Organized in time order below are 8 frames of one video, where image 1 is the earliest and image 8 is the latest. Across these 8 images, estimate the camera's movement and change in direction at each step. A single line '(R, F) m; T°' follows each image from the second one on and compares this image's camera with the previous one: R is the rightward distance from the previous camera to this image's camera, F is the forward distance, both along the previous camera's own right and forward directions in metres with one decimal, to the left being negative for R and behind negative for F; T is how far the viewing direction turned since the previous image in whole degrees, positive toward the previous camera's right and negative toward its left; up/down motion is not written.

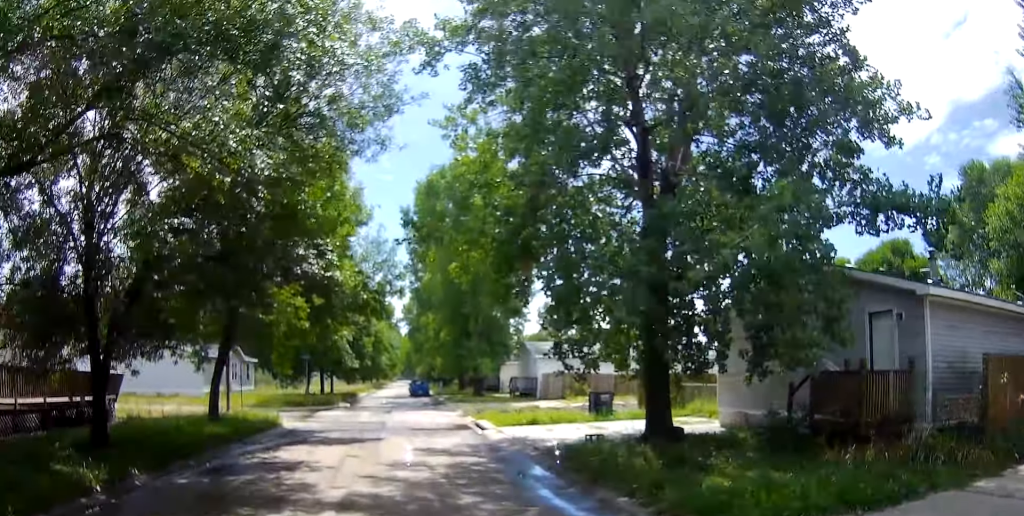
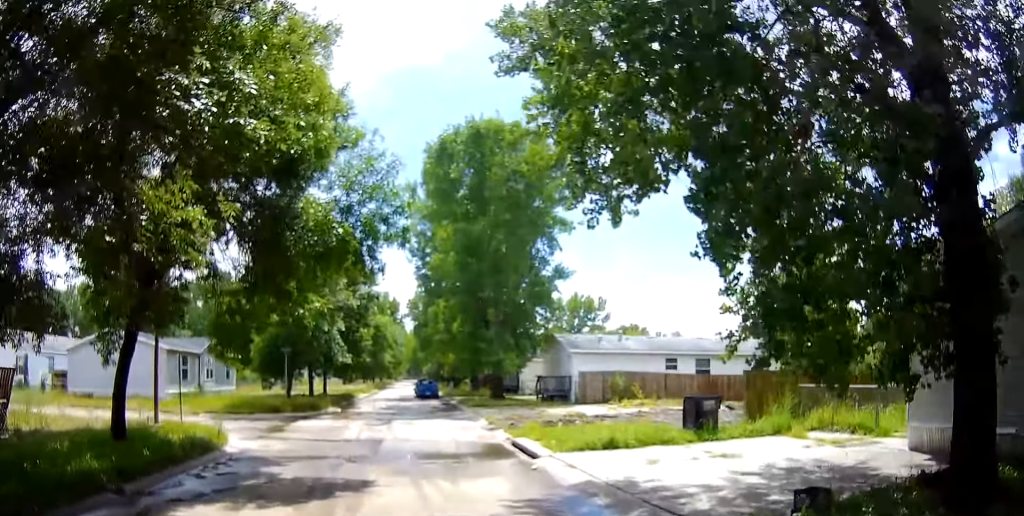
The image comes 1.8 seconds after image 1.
(0.0, +7.7) m; 0°
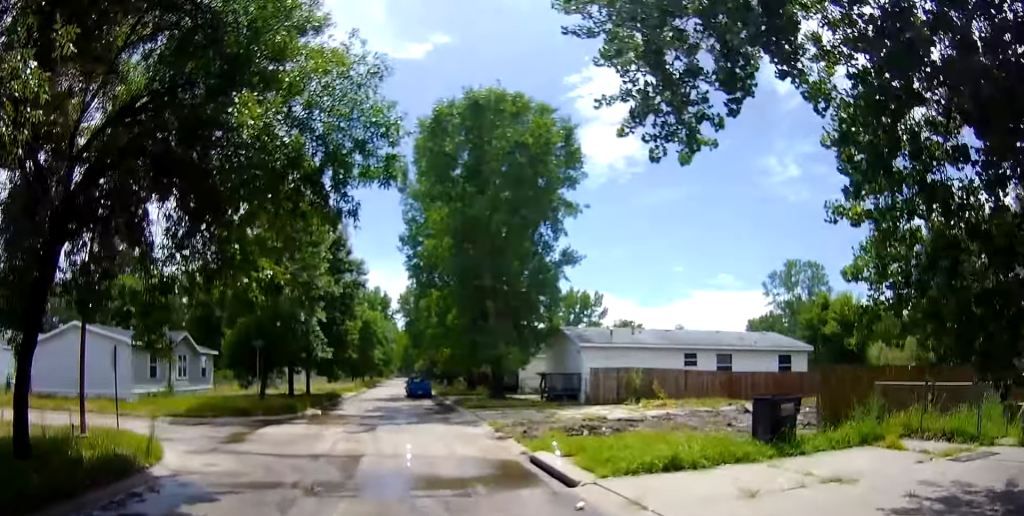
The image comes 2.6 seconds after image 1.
(0.0, +3.3) m; 0°
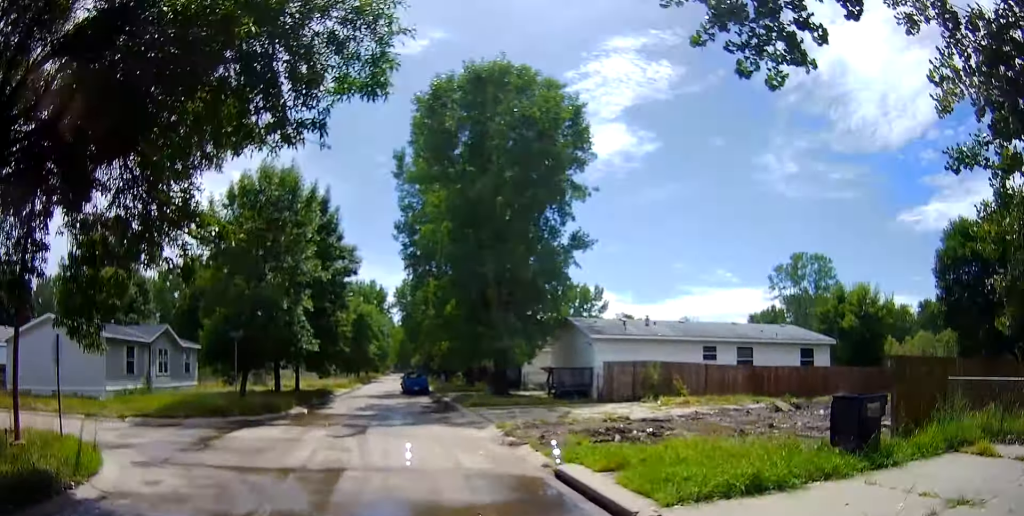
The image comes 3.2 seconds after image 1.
(0.0, +2.3) m; 0°
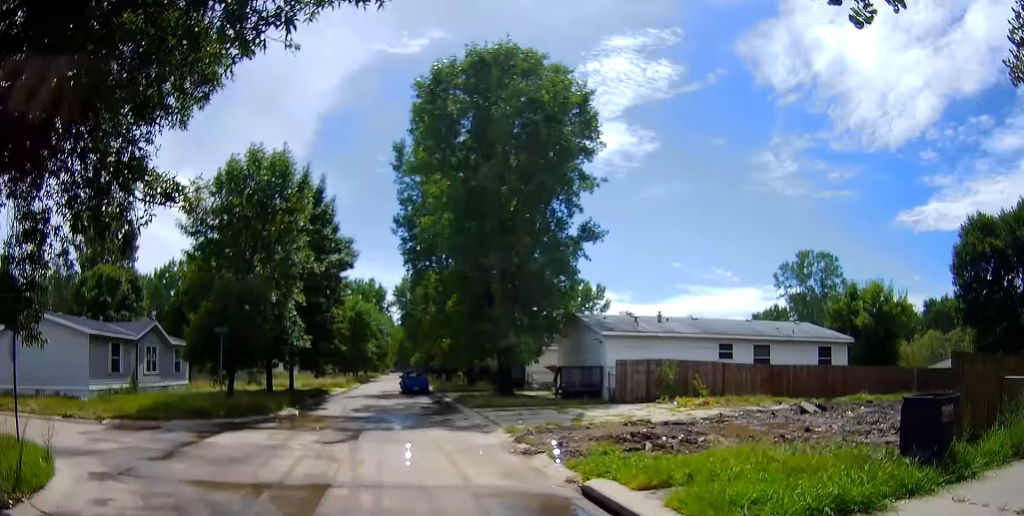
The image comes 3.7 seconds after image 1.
(0.0, +1.5) m; 0°
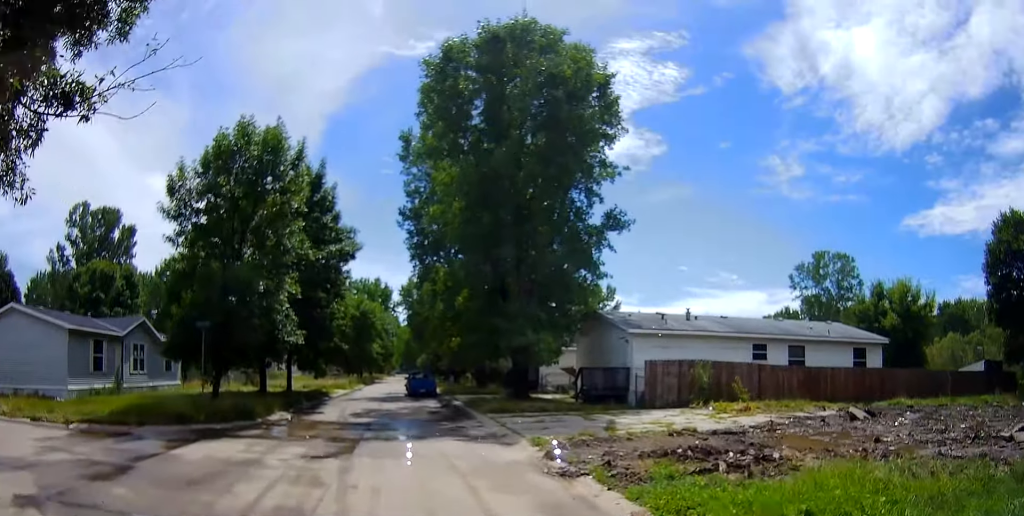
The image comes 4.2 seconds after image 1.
(0.0, +2.4) m; 0°
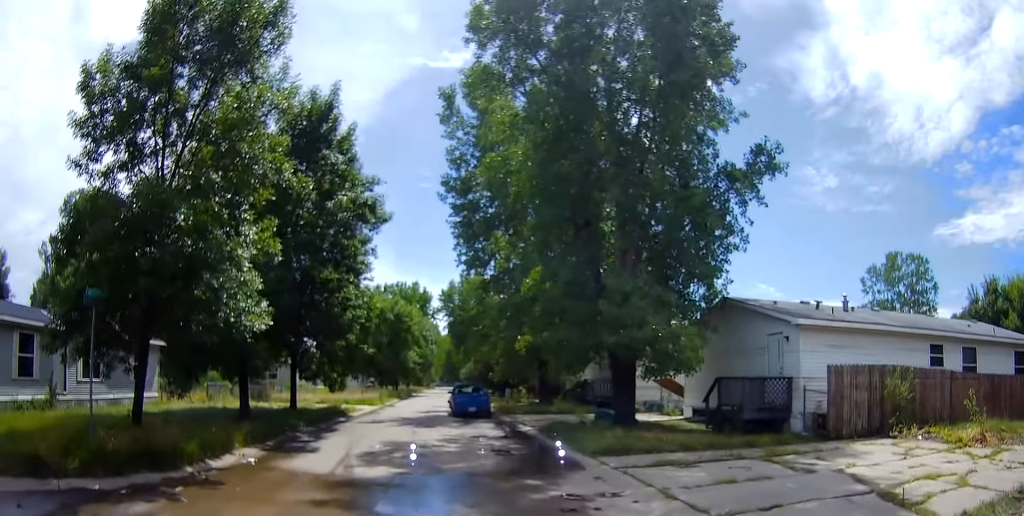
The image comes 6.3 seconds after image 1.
(-0.1, +9.1) m; -8°
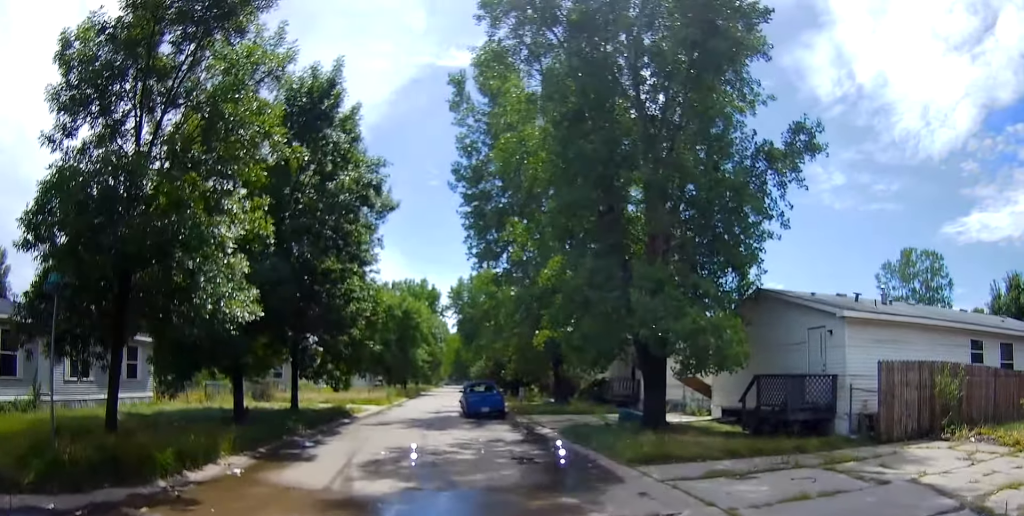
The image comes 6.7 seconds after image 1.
(+0.1, +1.7) m; -3°
